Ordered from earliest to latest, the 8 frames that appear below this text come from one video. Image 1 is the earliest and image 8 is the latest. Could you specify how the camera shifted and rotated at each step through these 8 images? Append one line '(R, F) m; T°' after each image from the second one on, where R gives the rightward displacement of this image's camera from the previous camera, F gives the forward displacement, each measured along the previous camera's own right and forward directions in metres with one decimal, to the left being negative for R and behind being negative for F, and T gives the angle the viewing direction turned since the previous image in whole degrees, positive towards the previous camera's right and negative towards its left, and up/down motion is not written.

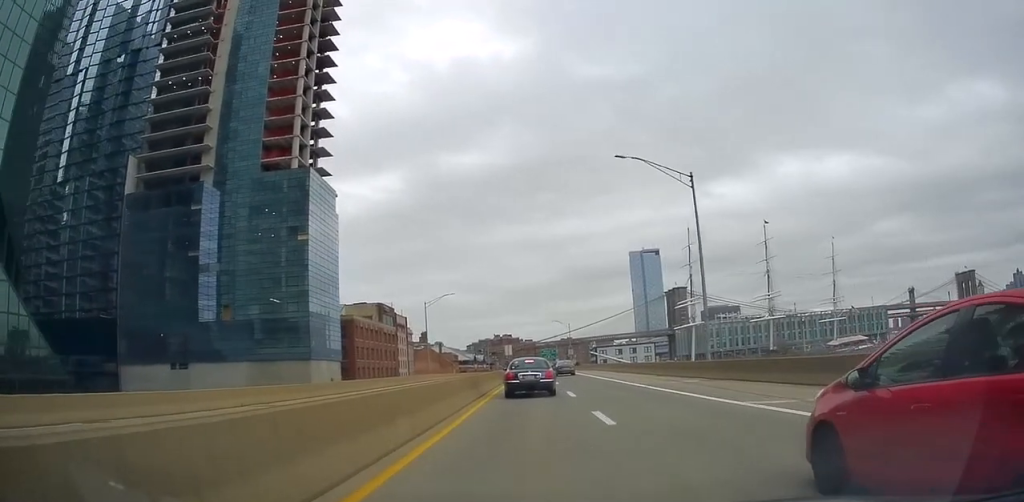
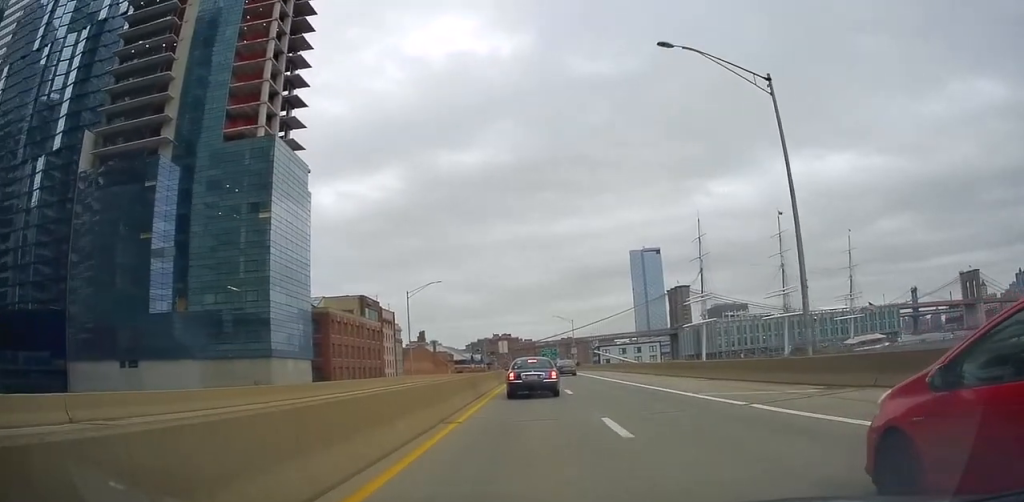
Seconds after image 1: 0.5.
(-0.1, +12.4) m; 0°
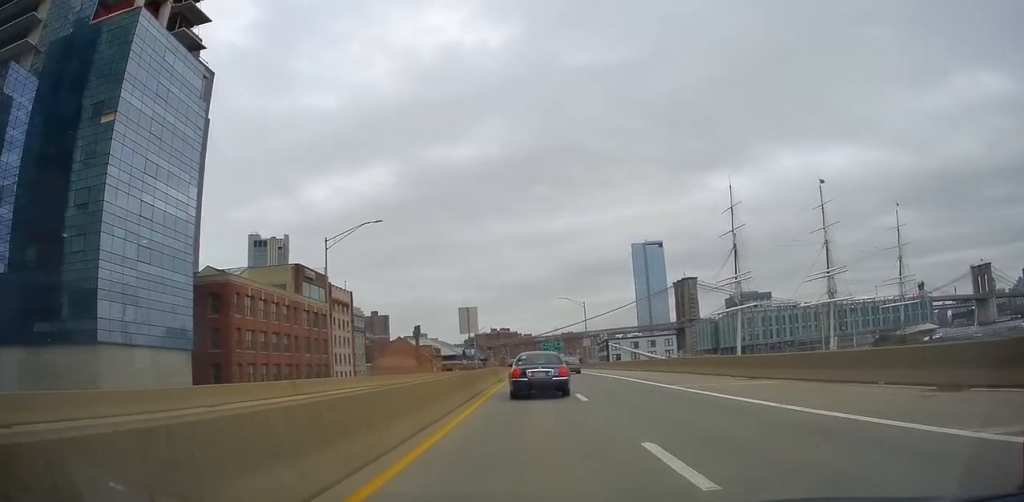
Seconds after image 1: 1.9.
(-0.5, +30.6) m; 0°
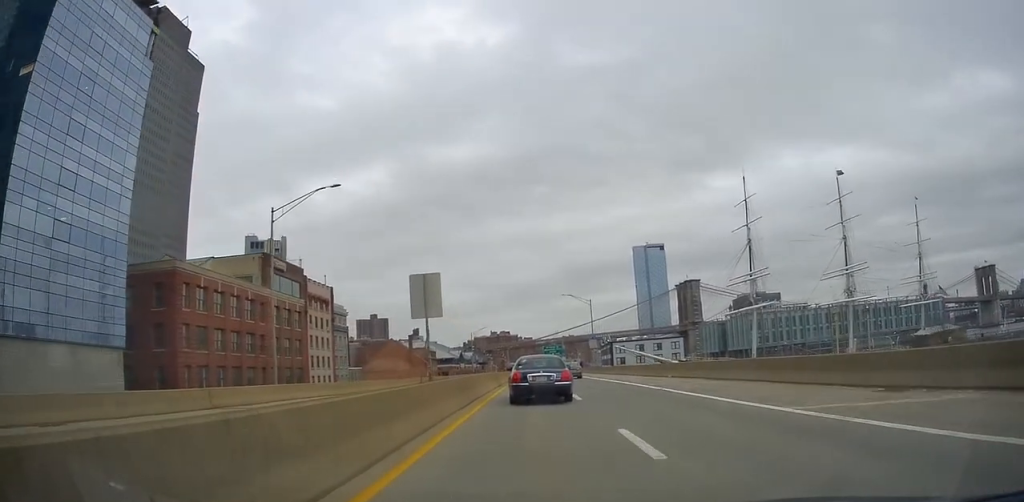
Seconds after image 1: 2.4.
(0.0, +10.6) m; 0°
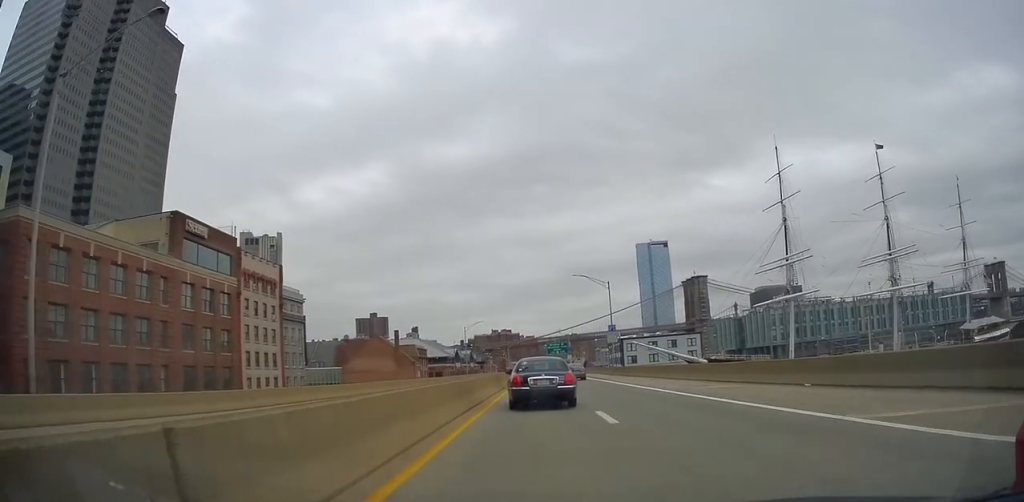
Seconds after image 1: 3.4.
(+0.3, +20.7) m; 0°
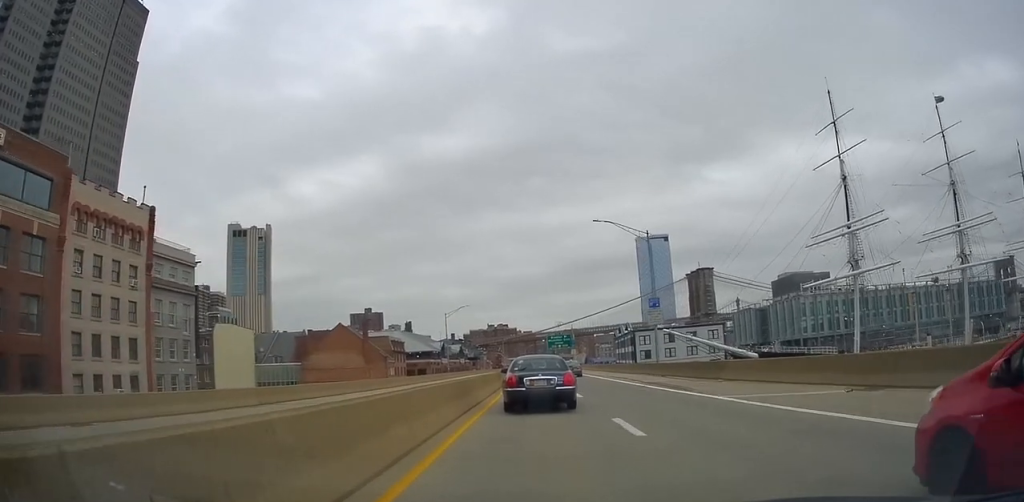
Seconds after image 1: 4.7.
(-0.7, +27.1) m; -3°
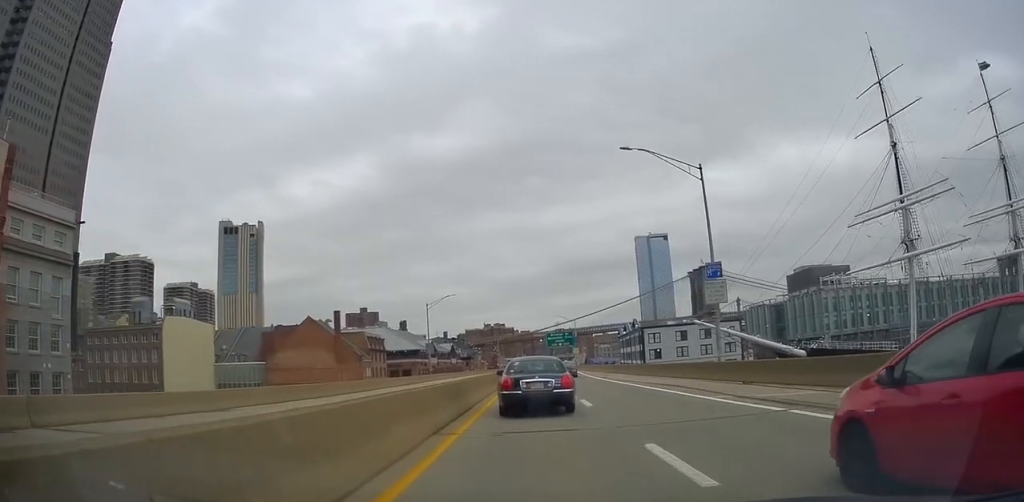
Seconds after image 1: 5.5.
(-0.2, +16.6) m; 0°
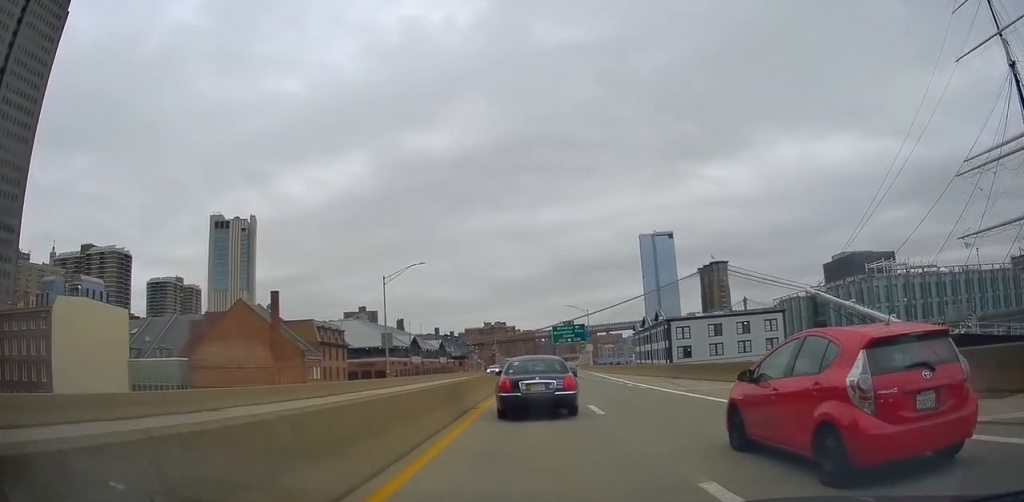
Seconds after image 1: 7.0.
(+0.4, +27.2) m; +1°
